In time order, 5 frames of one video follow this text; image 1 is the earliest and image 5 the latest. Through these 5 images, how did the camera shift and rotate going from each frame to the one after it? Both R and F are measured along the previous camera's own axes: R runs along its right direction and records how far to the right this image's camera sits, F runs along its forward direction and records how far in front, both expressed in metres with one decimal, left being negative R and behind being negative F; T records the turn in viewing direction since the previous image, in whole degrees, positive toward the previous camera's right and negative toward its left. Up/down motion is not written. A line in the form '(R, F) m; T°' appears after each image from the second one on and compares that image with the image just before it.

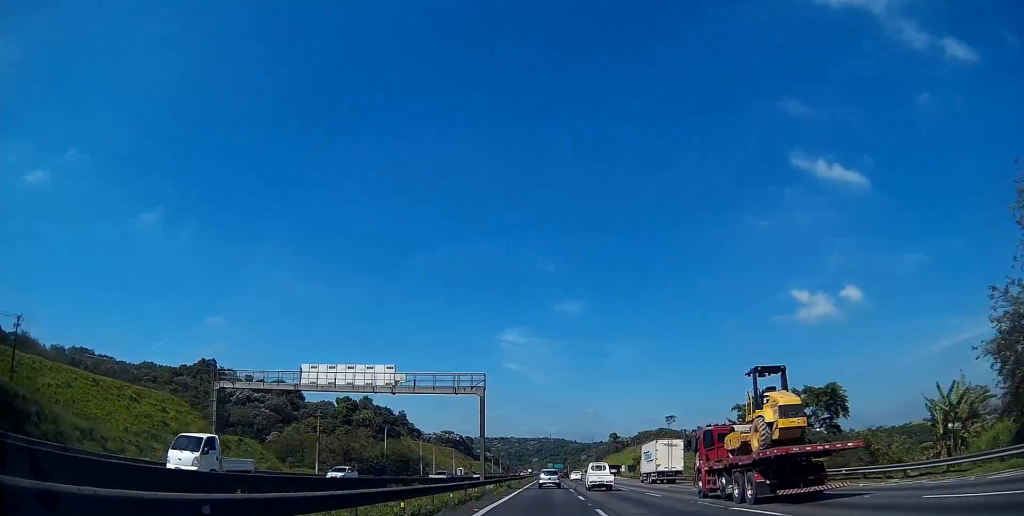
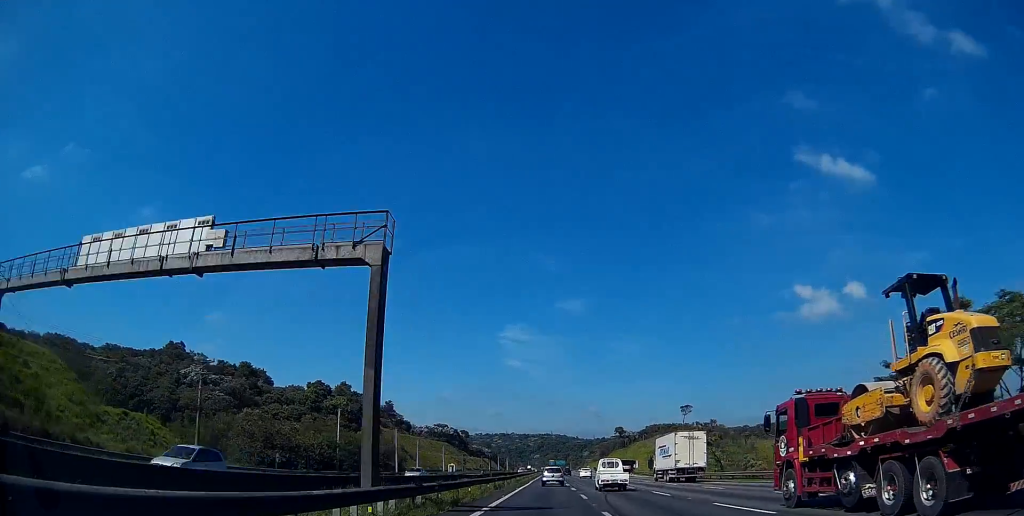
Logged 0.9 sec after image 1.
(0.0, +26.3) m; 0°
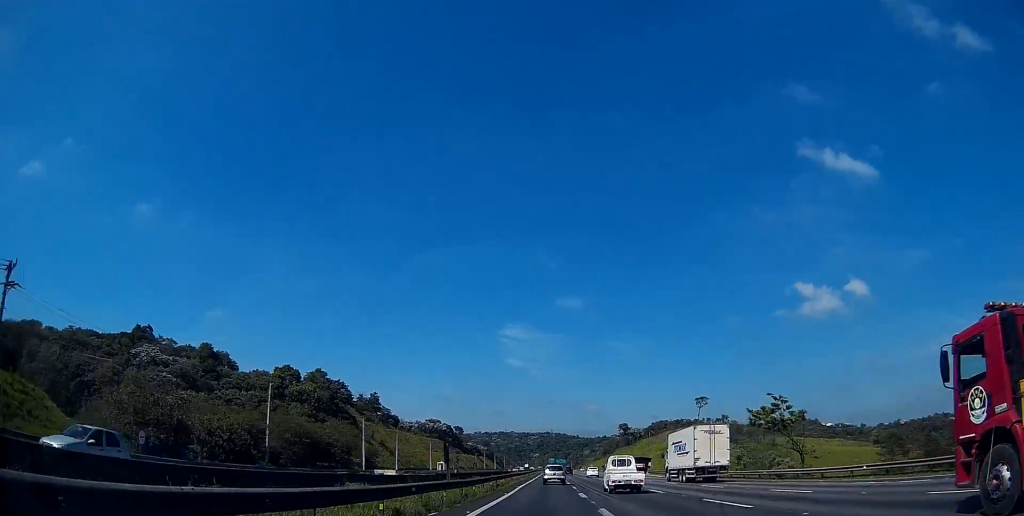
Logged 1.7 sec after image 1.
(0.0, +22.5) m; 0°
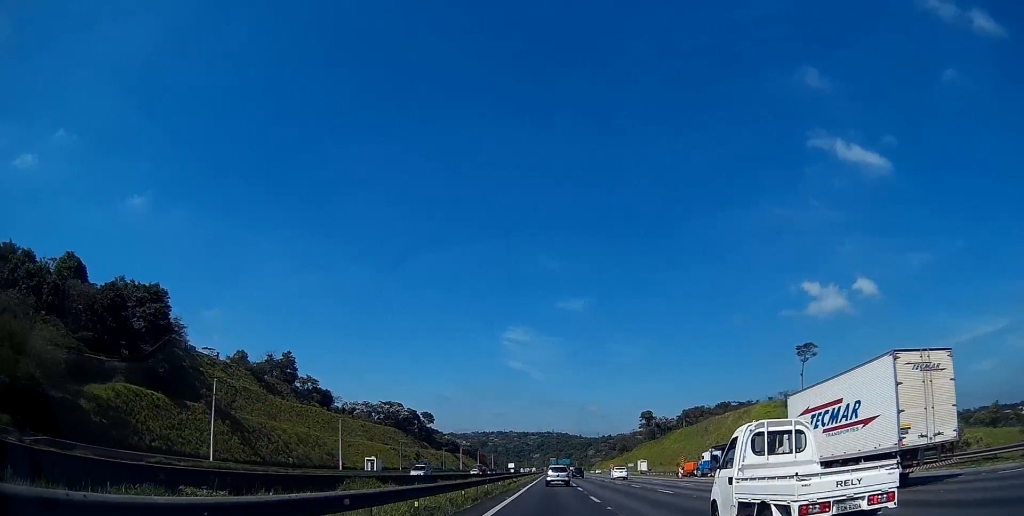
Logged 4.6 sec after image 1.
(-0.2, +77.7) m; 0°
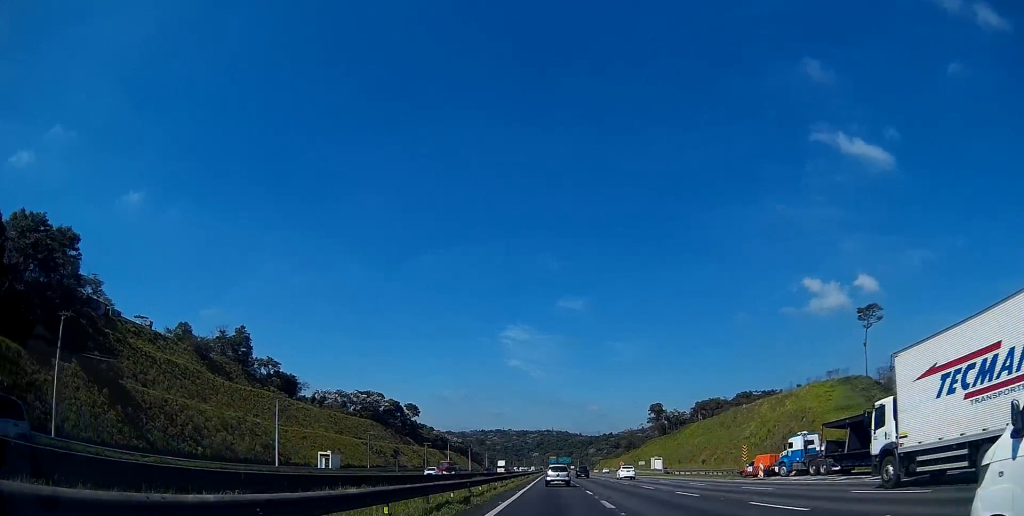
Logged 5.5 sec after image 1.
(-0.1, +27.1) m; 0°
